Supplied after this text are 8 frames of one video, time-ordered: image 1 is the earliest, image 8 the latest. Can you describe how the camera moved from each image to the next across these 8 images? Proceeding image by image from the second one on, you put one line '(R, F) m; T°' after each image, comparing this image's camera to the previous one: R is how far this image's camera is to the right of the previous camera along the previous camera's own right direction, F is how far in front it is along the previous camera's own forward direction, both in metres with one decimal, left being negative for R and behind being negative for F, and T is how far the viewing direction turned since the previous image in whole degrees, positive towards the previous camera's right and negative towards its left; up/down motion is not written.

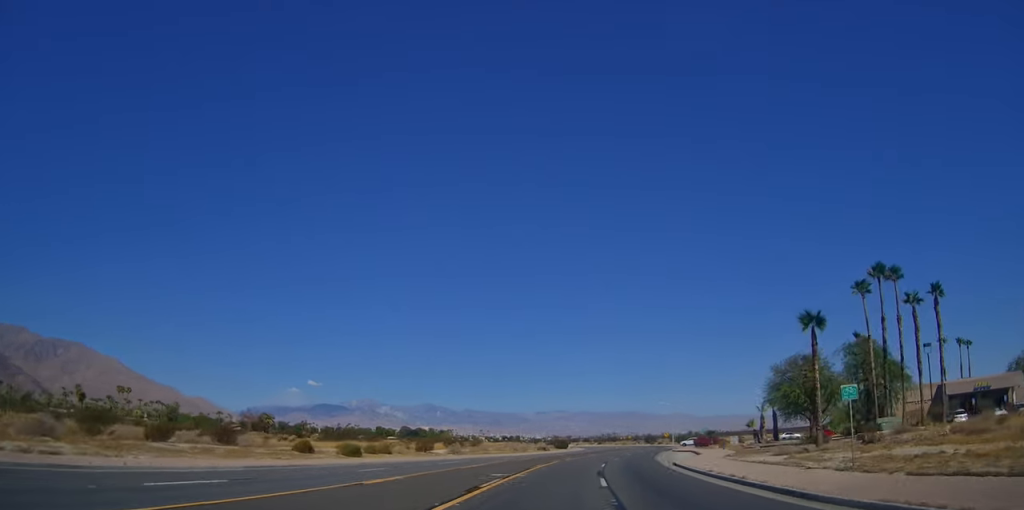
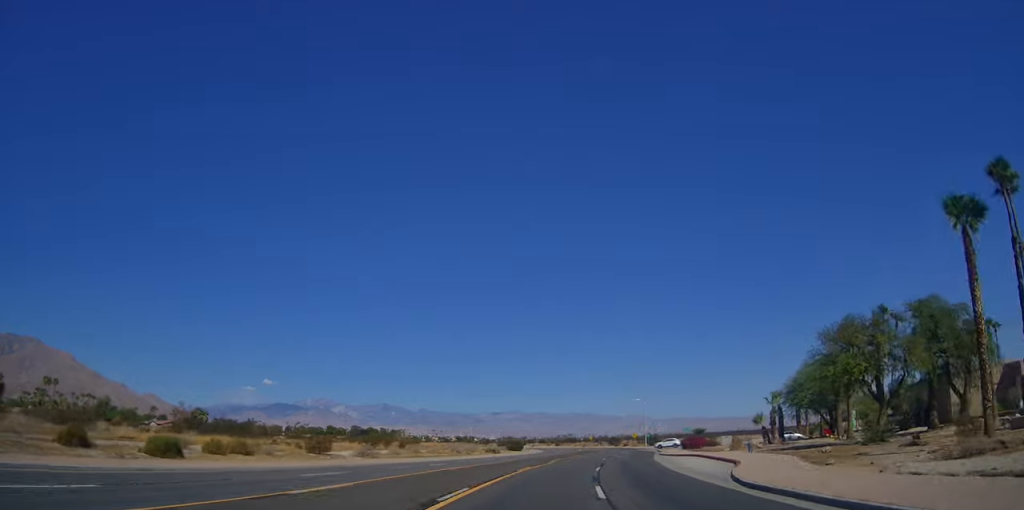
(+0.3, +19.0) m; +4°
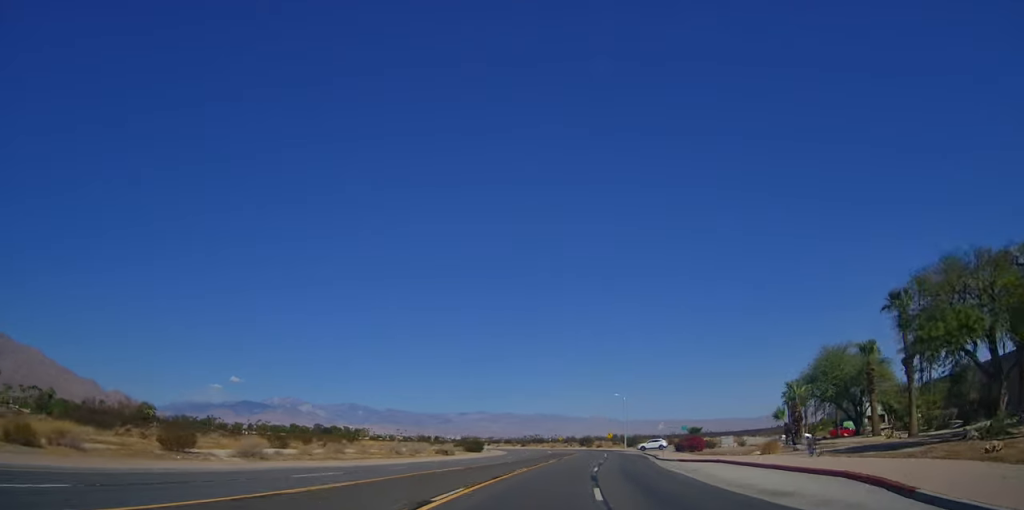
(+0.5, +14.6) m; +5°
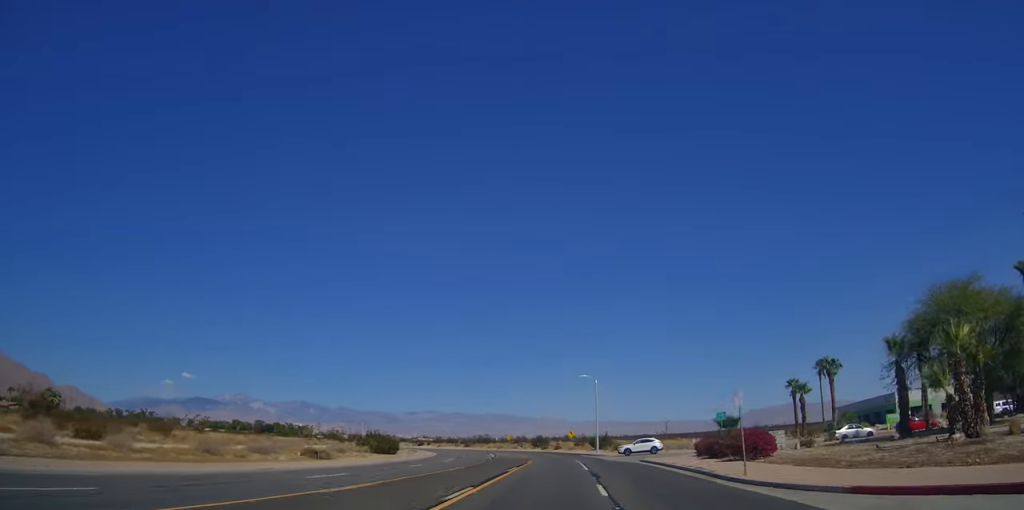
(+1.5, +27.4) m; +5°
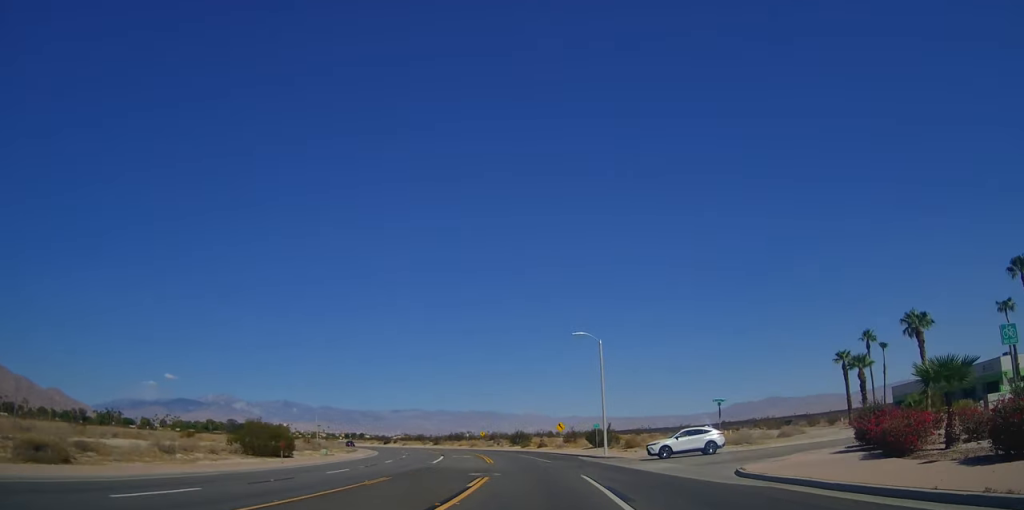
(+1.3, +25.0) m; +6°
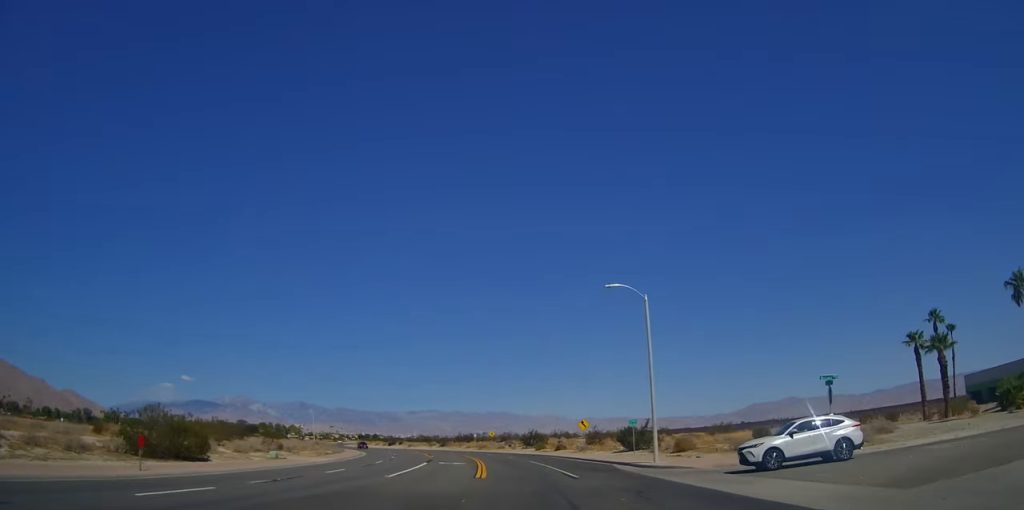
(+0.3, +14.2) m; +1°
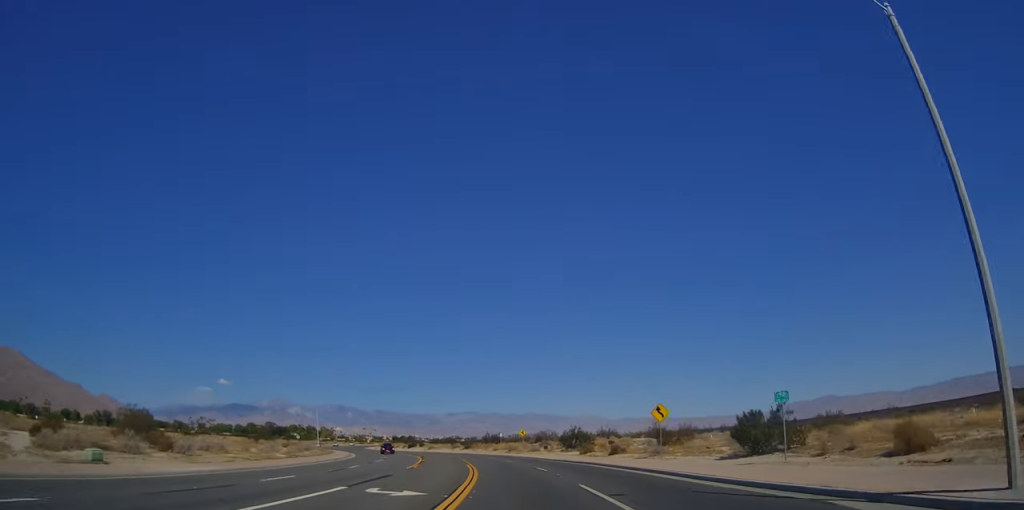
(0.0, +22.5) m; 0°
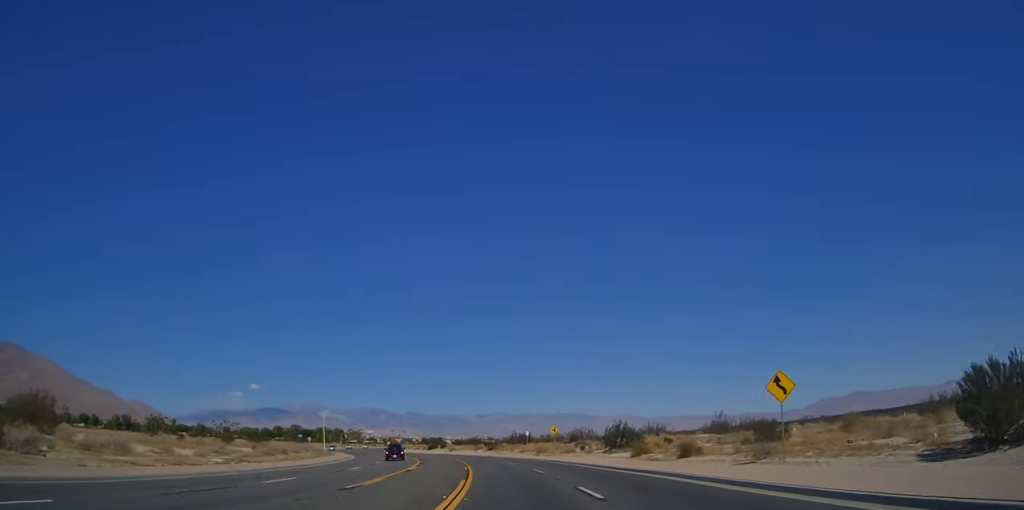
(-0.1, +14.6) m; -1°
